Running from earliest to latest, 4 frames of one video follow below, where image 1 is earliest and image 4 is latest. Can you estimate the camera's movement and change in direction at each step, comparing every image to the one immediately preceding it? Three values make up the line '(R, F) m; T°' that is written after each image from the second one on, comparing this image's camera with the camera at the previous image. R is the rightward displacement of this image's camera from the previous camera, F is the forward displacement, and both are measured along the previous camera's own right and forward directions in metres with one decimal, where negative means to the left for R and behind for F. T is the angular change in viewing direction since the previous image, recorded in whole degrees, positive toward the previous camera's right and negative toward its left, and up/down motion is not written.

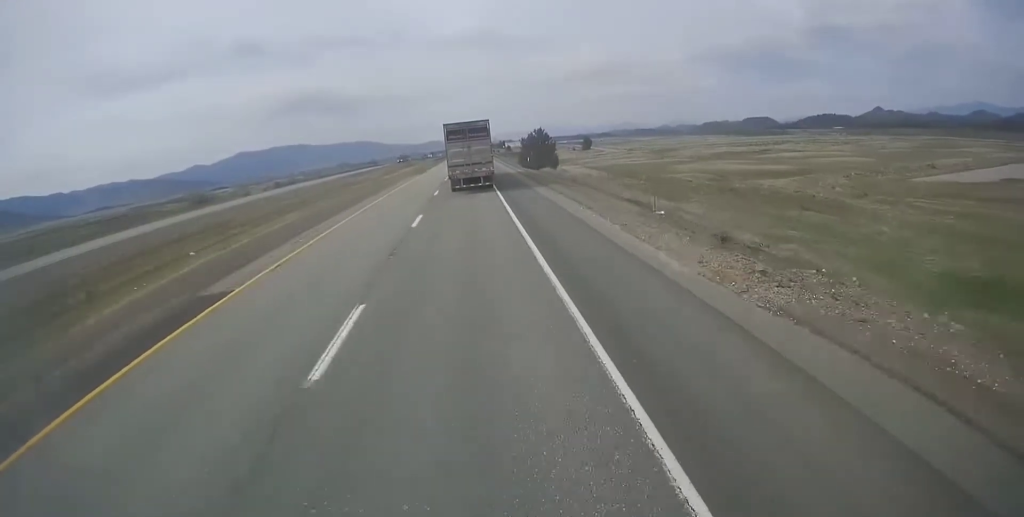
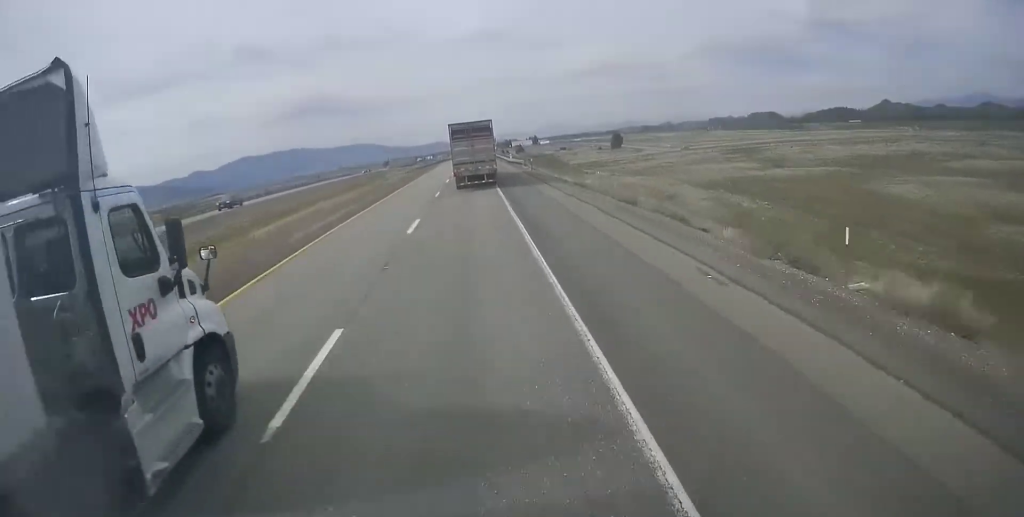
(+1.4, +73.8) m; +1°
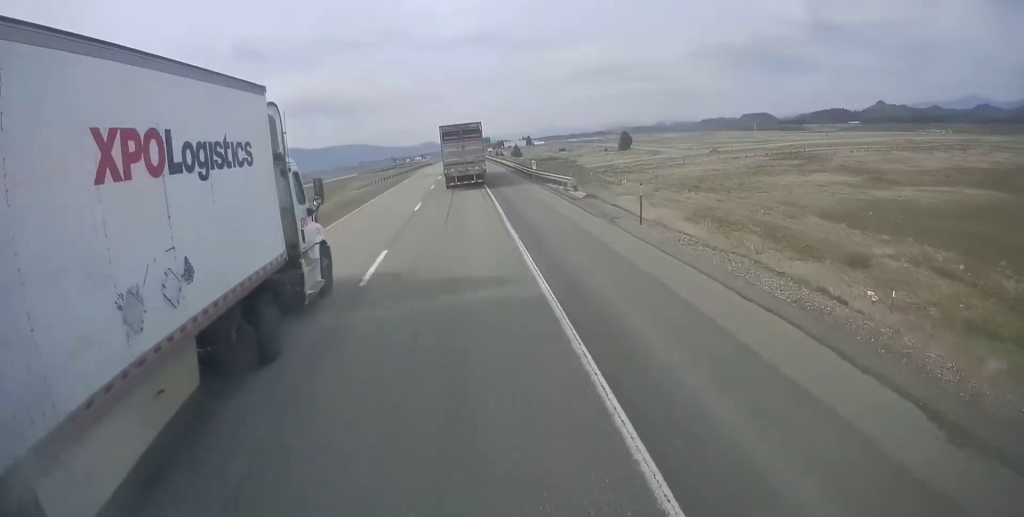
(+0.2, +36.7) m; 0°
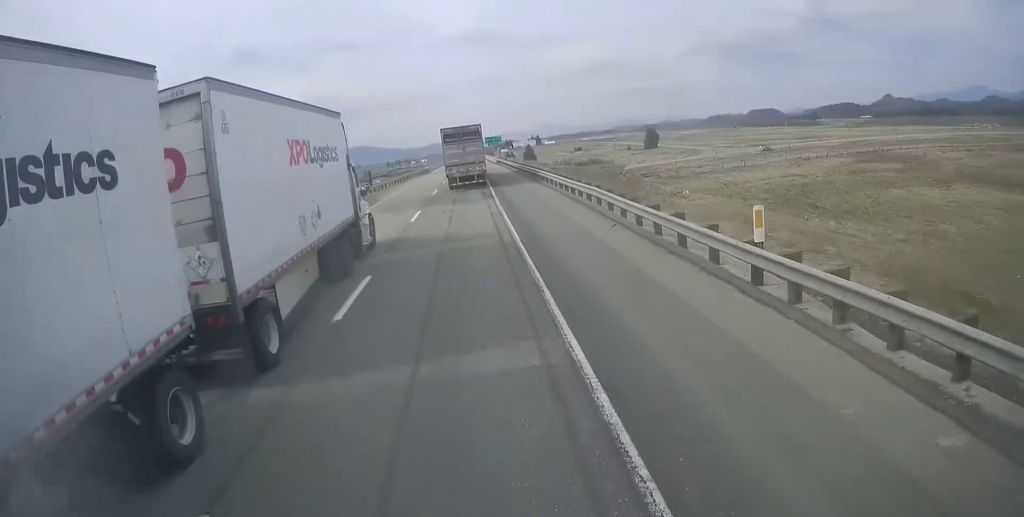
(-0.4, +32.1) m; -1°
